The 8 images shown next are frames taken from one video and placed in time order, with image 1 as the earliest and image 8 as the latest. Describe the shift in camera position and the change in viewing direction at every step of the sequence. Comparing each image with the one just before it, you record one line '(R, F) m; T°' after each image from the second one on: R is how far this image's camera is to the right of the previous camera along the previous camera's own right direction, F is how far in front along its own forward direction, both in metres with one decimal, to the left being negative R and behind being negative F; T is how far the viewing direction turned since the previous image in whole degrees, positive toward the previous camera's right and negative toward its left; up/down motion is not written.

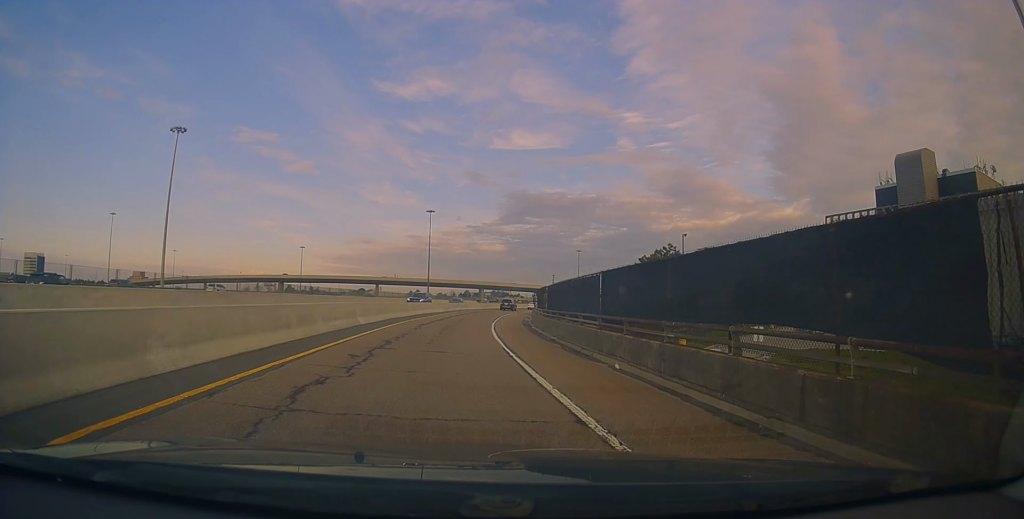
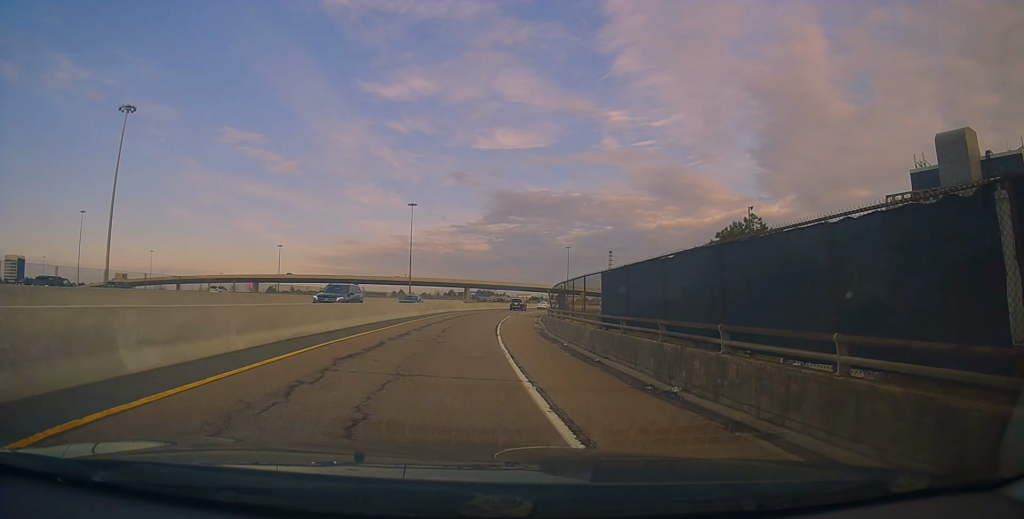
(-0.4, +15.4) m; +1°
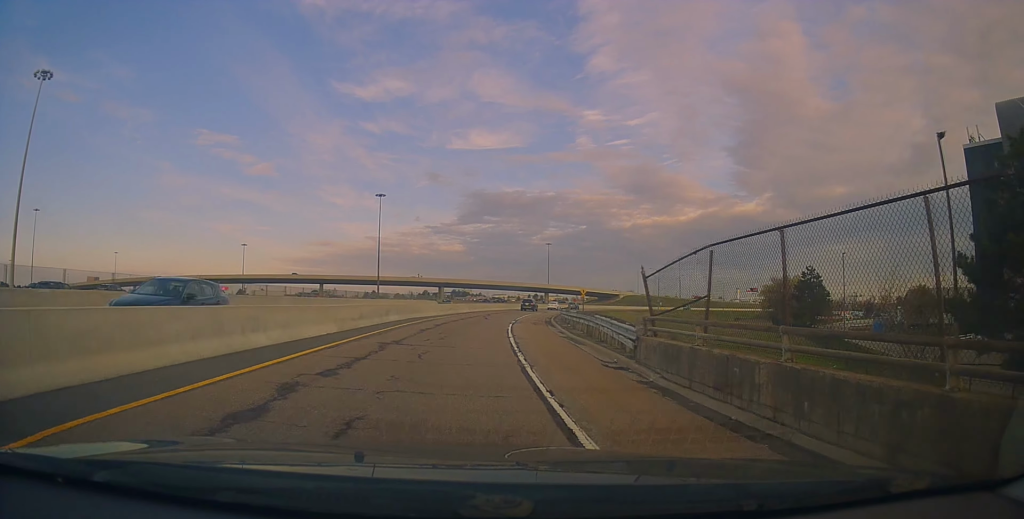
(+0.7, +19.8) m; +3°
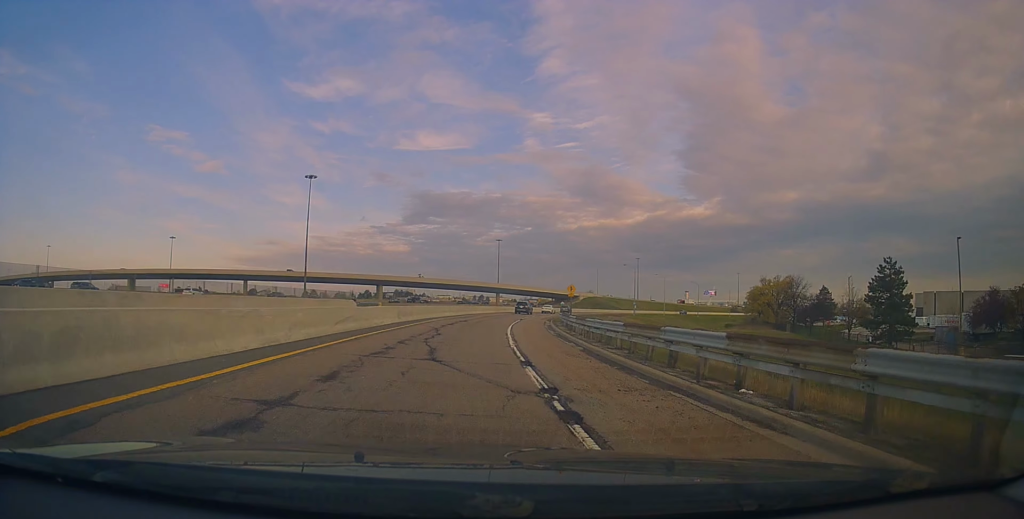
(+0.9, +27.4) m; +3°
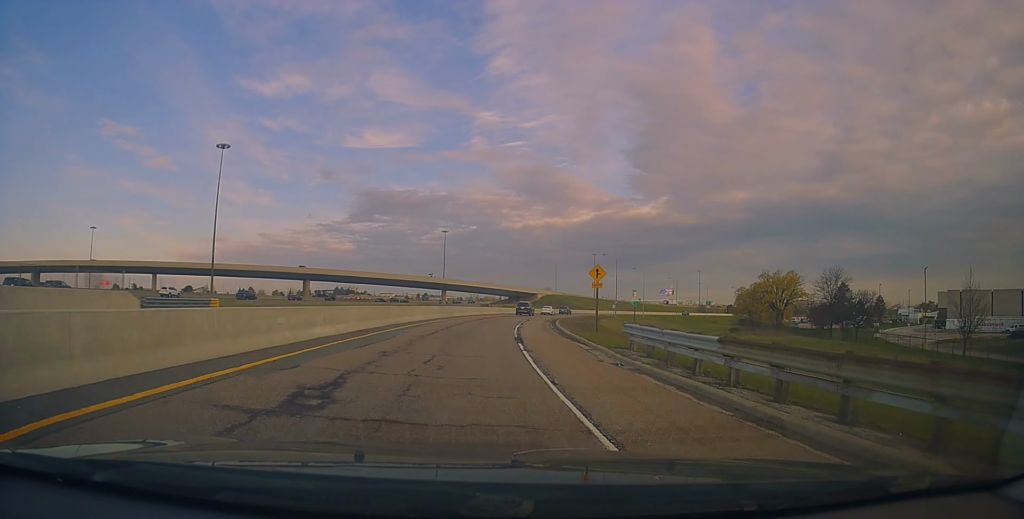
(+1.1, +30.4) m; +6°
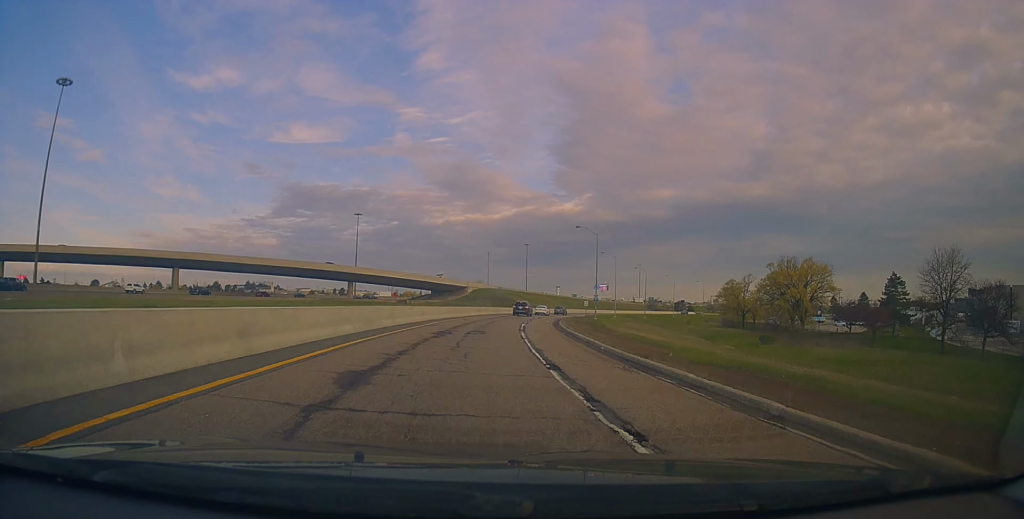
(+3.6, +41.0) m; +9°
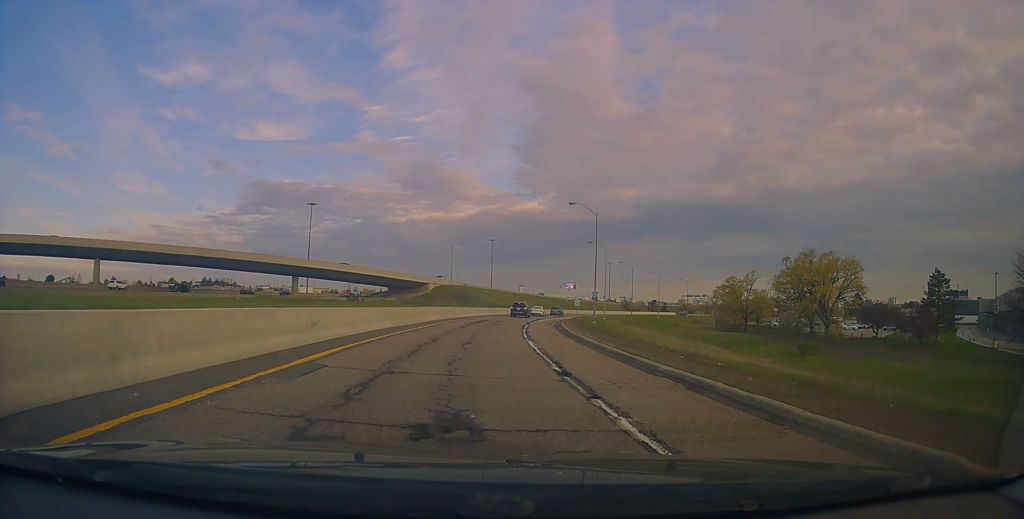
(+0.9, +19.2) m; +5°
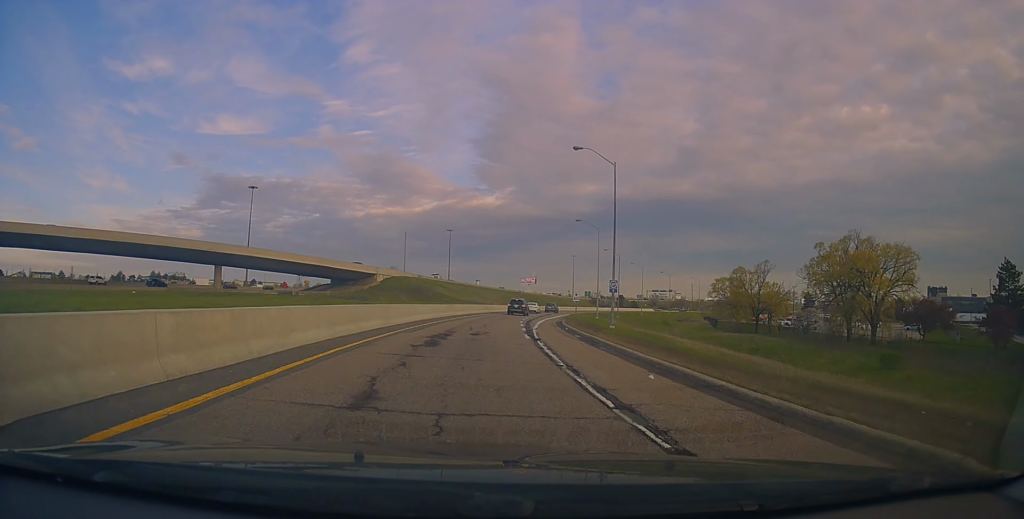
(+1.1, +22.1) m; +5°
